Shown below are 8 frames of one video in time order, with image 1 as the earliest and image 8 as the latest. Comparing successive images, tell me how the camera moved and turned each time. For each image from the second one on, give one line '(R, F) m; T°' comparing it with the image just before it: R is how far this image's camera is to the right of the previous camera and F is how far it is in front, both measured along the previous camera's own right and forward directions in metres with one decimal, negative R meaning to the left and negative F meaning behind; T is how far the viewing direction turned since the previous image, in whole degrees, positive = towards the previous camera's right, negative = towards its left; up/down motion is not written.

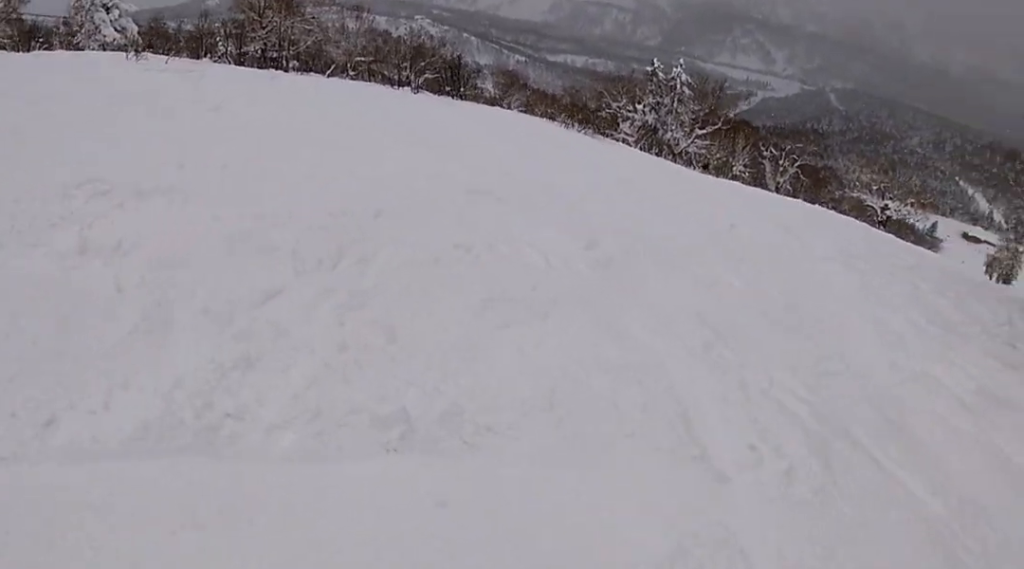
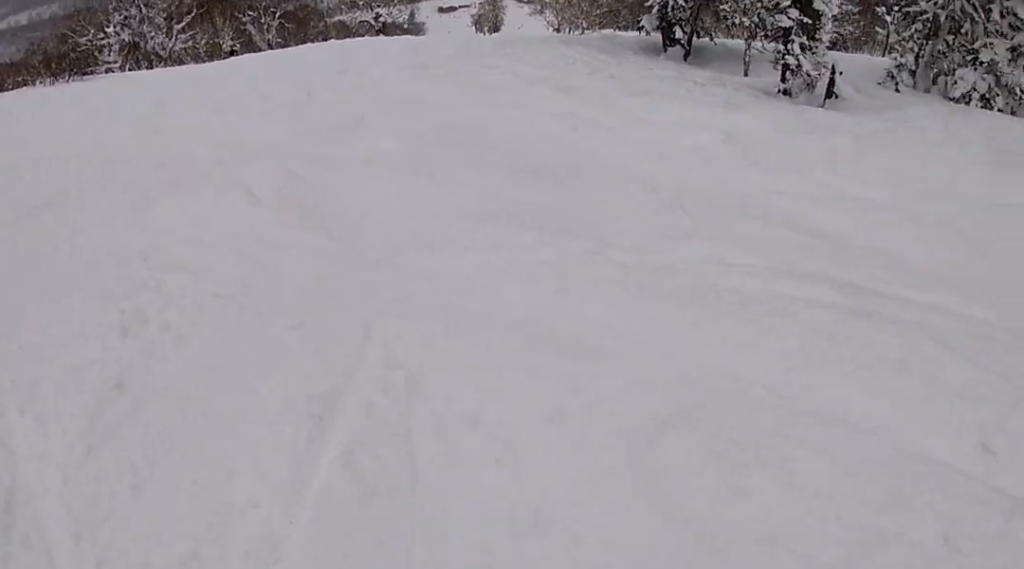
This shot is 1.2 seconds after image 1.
(+0.2, +3.3) m; +46°
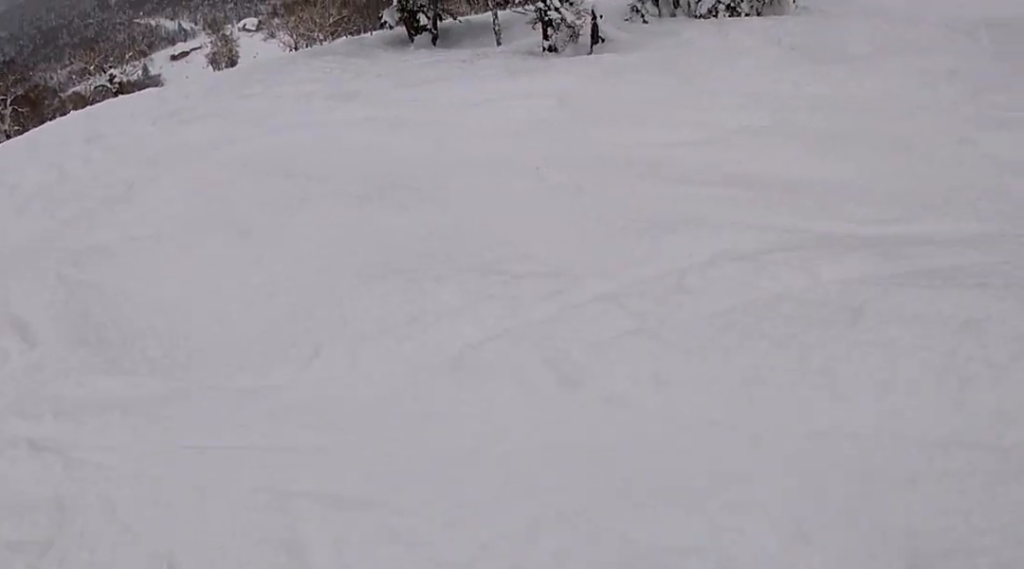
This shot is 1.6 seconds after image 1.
(+0.5, +1.7) m; +29°
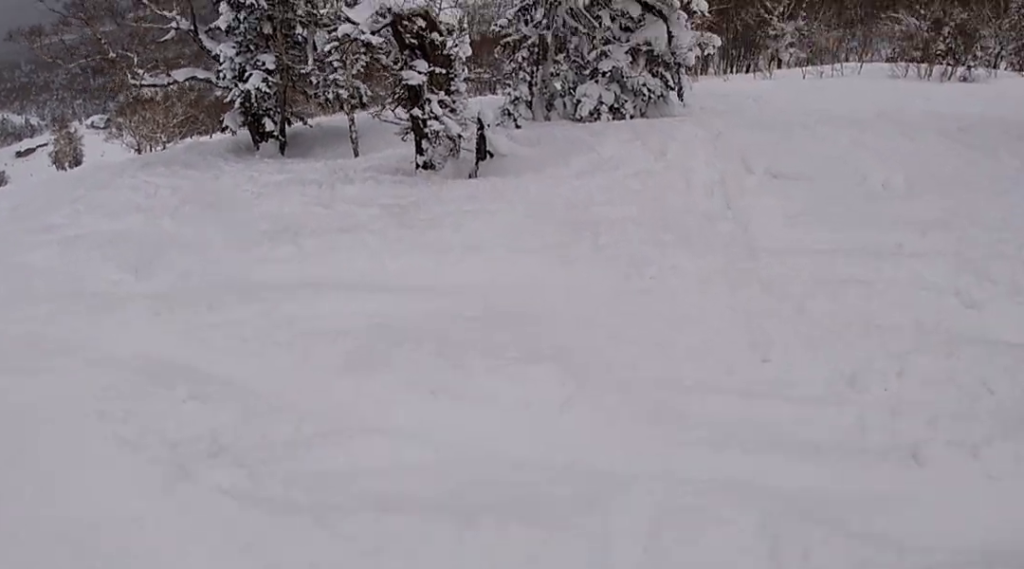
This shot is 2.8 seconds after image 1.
(+2.3, +4.0) m; +12°
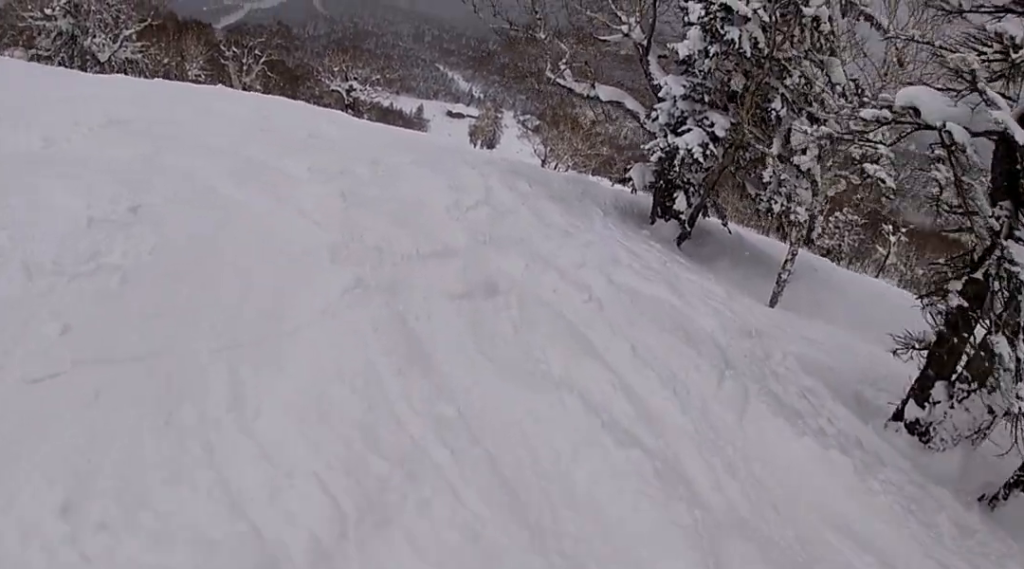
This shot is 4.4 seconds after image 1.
(-2.9, +6.8) m; -34°
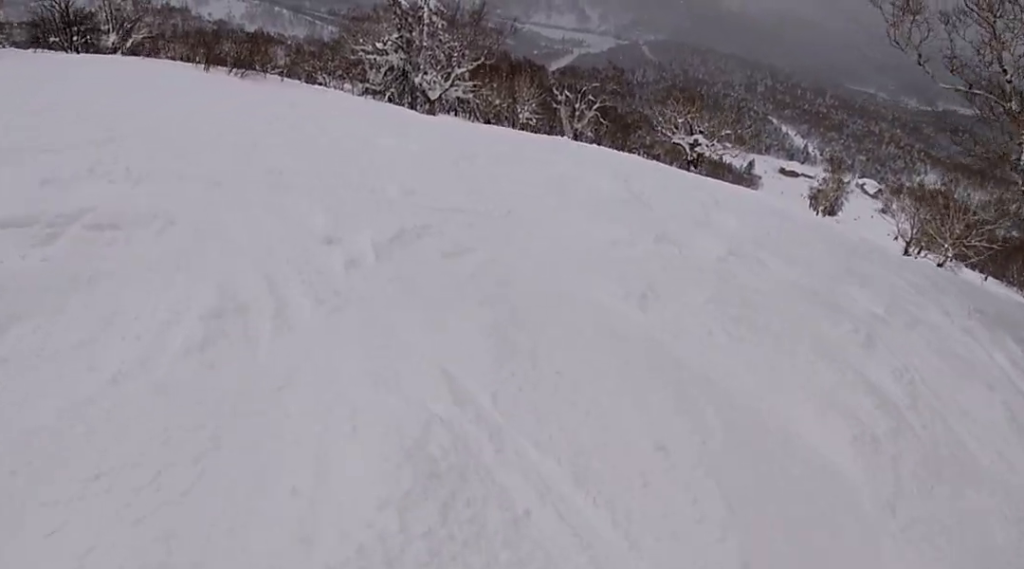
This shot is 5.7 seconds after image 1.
(-1.4, +5.9) m; -30°
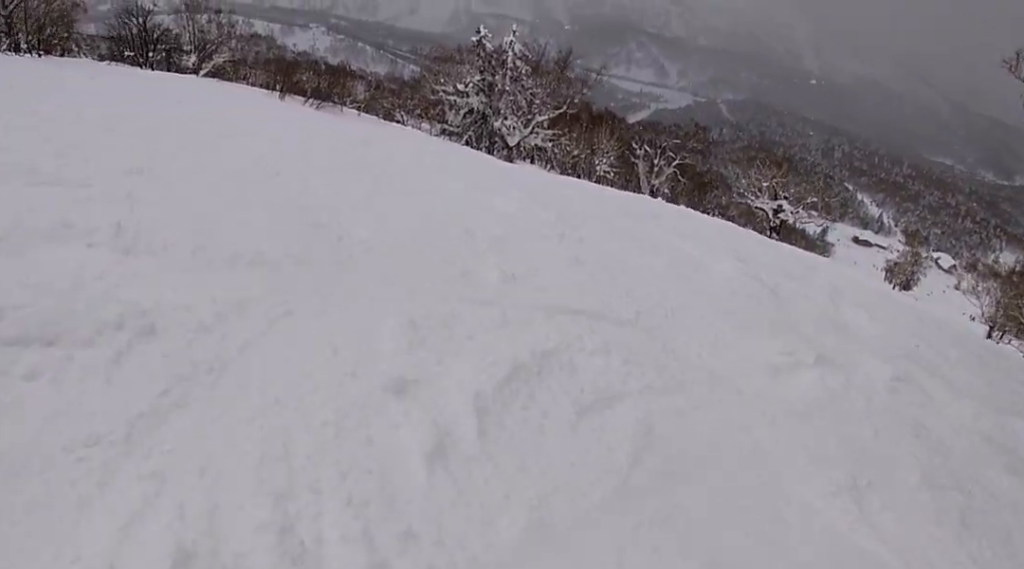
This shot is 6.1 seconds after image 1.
(-0.3, +2.1) m; -6°
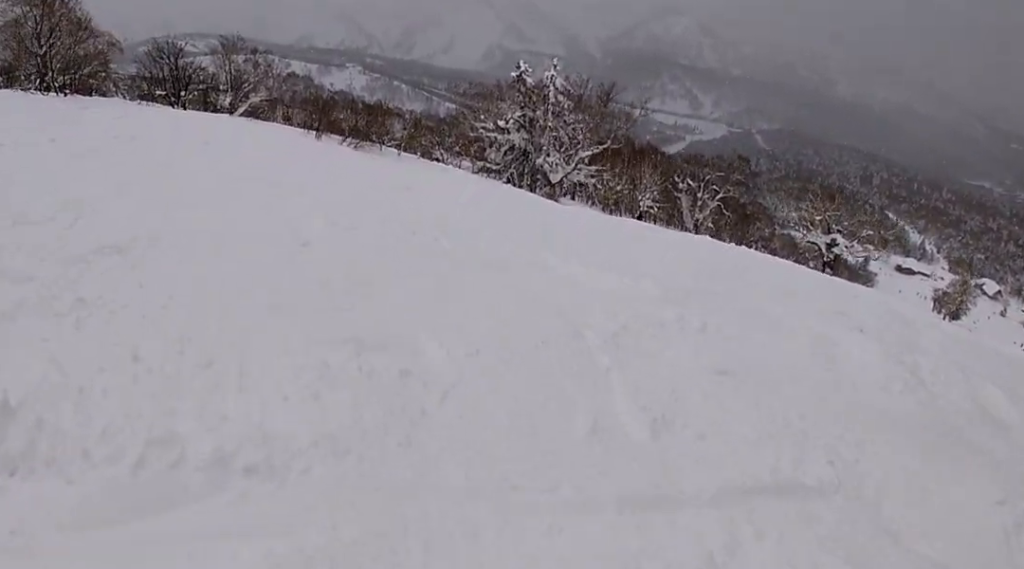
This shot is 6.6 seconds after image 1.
(-0.2, +2.2) m; -4°
